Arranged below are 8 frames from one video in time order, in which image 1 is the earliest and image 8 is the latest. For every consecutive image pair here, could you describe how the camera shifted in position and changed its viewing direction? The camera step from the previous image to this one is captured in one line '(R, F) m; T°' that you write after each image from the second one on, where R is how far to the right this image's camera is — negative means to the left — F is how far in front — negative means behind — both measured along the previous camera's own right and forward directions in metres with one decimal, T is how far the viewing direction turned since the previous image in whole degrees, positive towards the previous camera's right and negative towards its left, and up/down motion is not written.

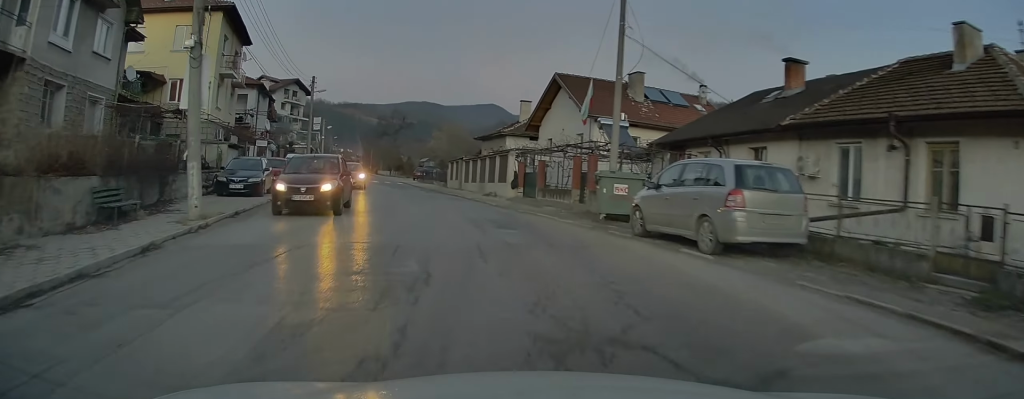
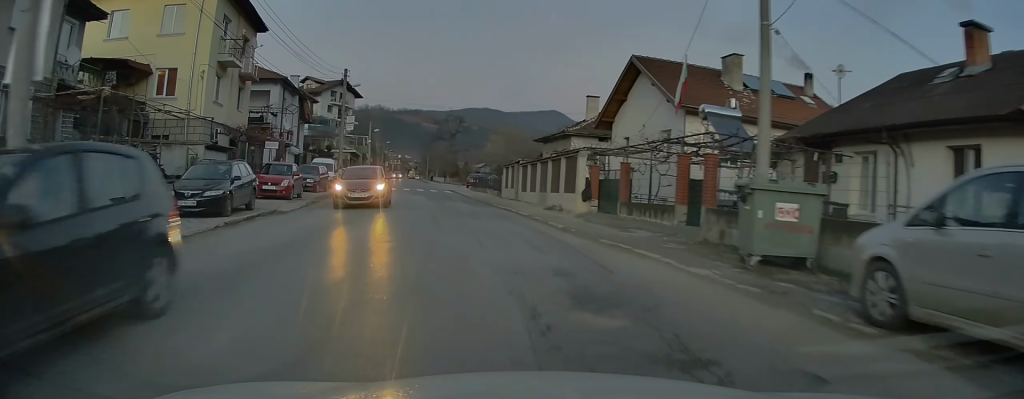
(-0.4, +7.5) m; -5°
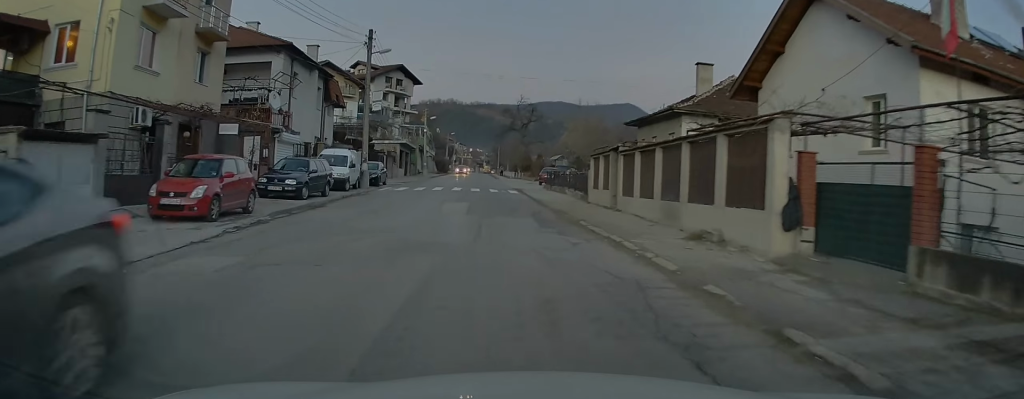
(-0.8, +12.2) m; -4°
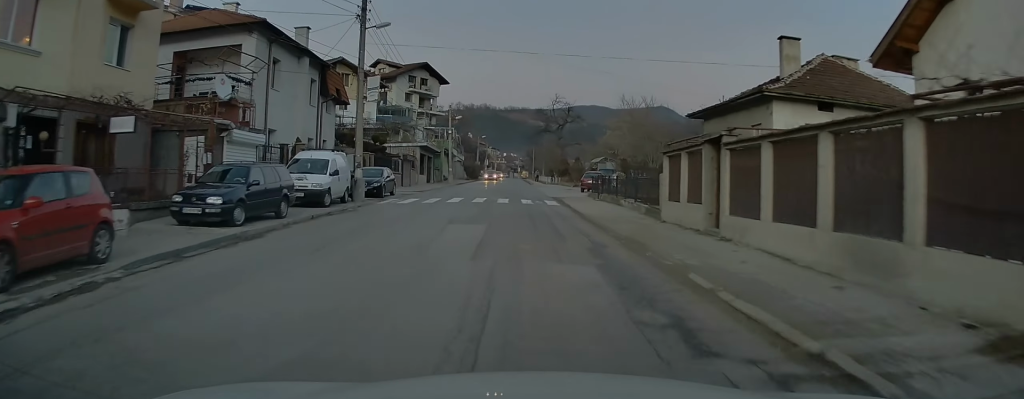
(-0.1, +7.8) m; -1°
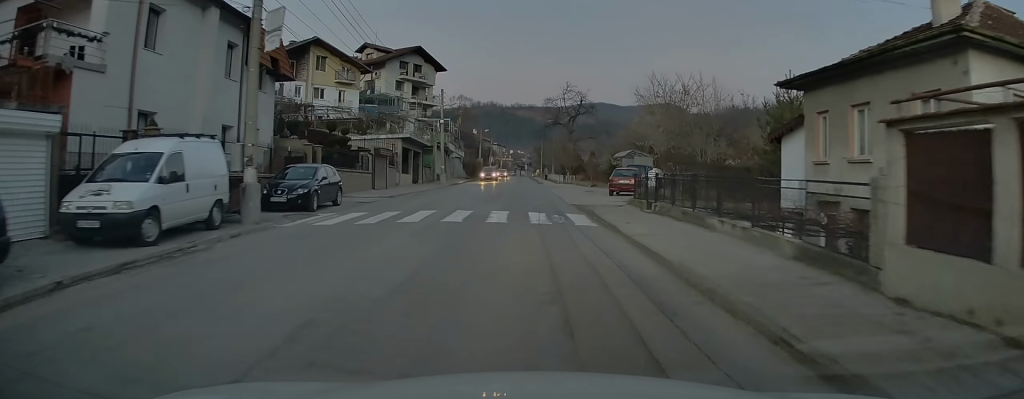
(0.0, +11.2) m; -1°
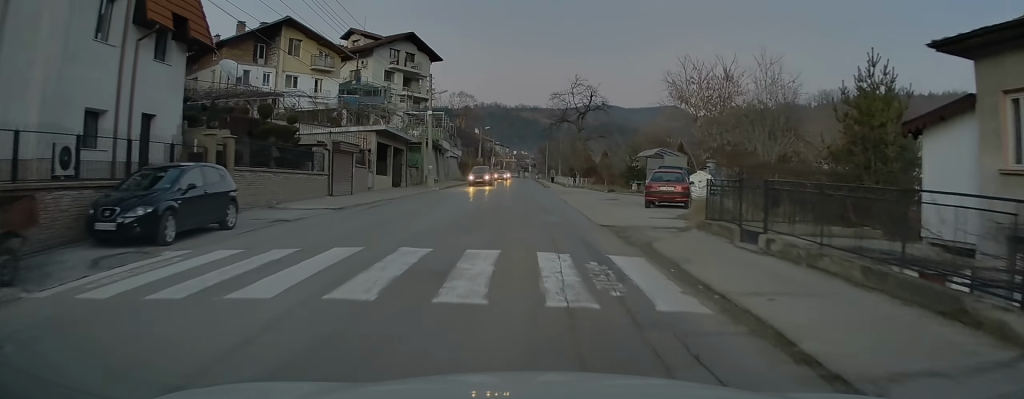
(-0.1, +9.0) m; 0°
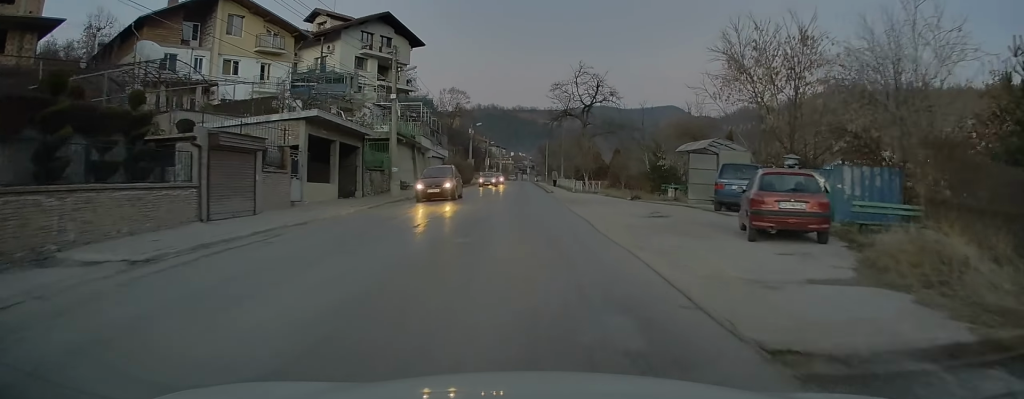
(+0.2, +11.6) m; -1°
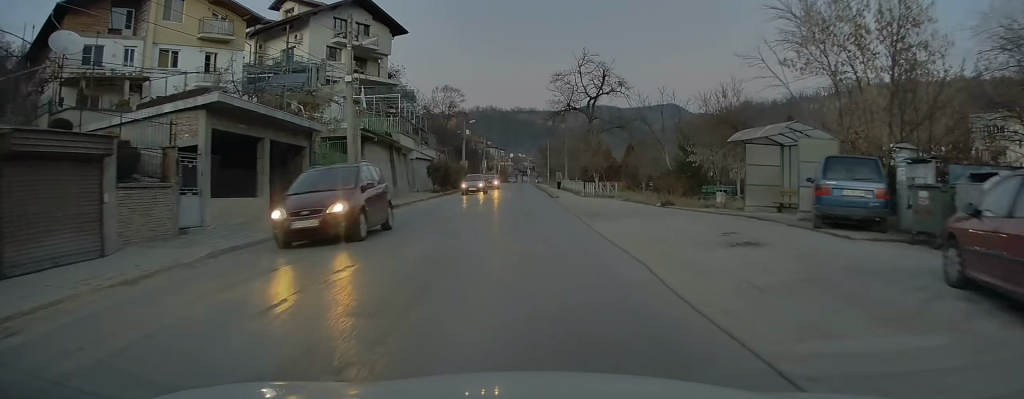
(-0.2, +8.3) m; -1°
